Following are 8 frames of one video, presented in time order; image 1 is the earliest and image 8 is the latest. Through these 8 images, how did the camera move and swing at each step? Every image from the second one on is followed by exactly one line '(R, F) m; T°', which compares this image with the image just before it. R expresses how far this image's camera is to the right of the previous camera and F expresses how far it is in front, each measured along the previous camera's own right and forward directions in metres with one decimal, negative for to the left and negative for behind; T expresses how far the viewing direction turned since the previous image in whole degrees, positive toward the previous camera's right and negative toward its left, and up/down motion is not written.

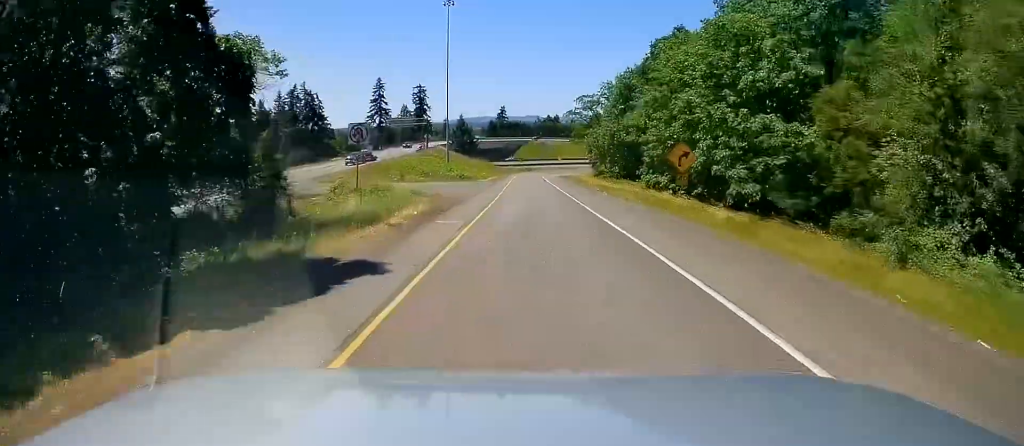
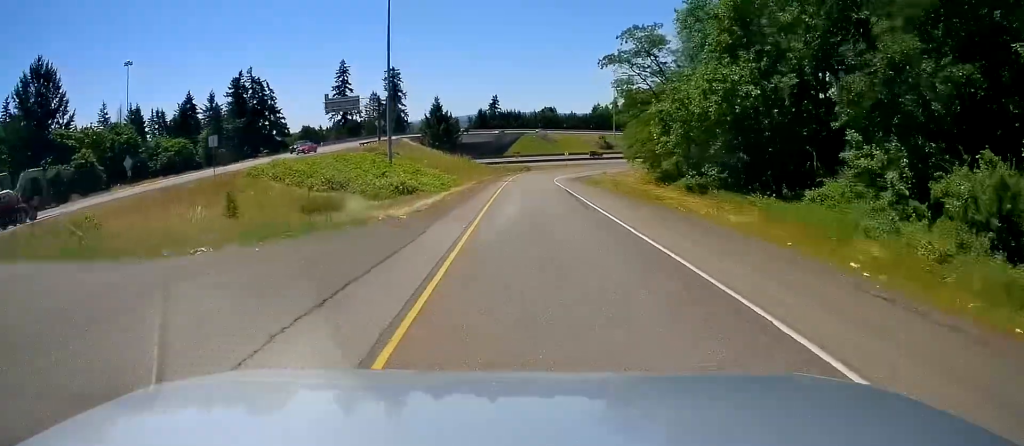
(+1.1, +44.5) m; +2°
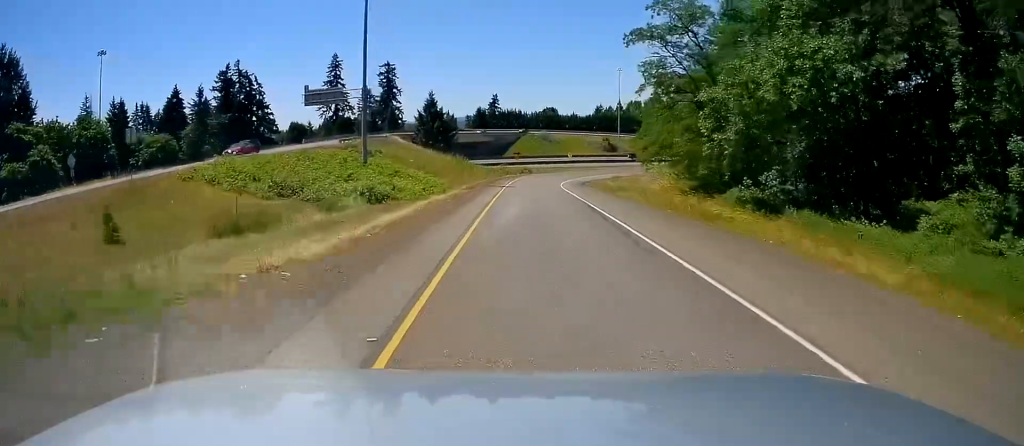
(-0.2, +10.3) m; 0°
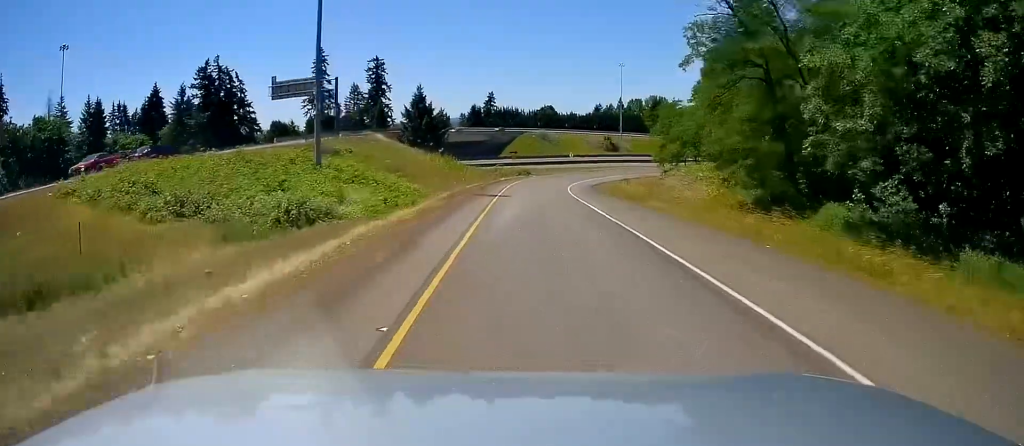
(0.0, +11.5) m; +1°
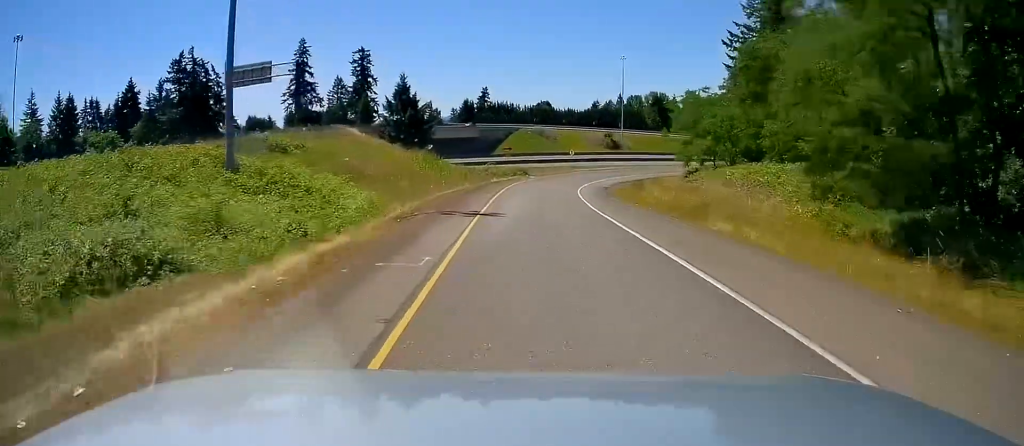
(0.0, +12.2) m; +1°
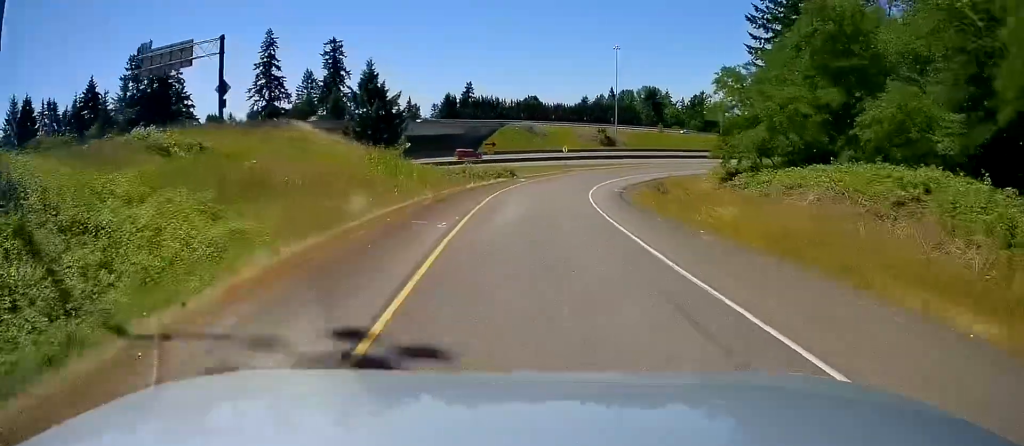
(+0.3, +14.6) m; +3°
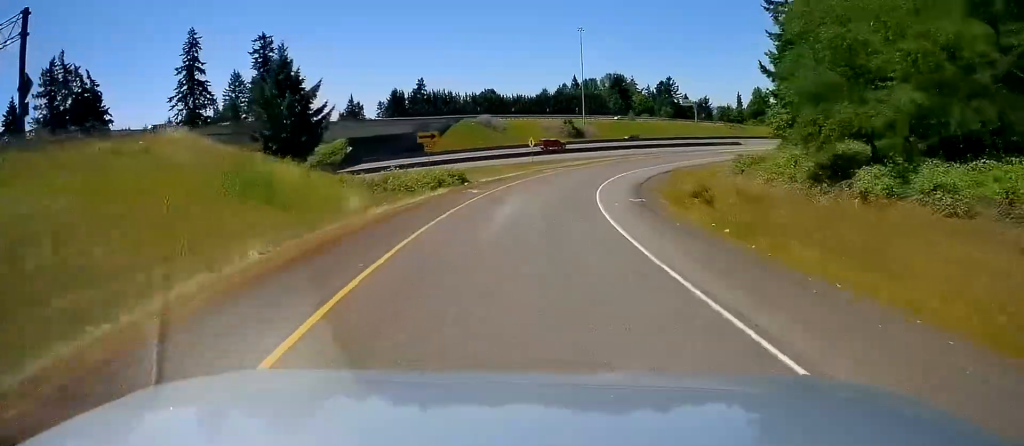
(+0.7, +20.1) m; +6°
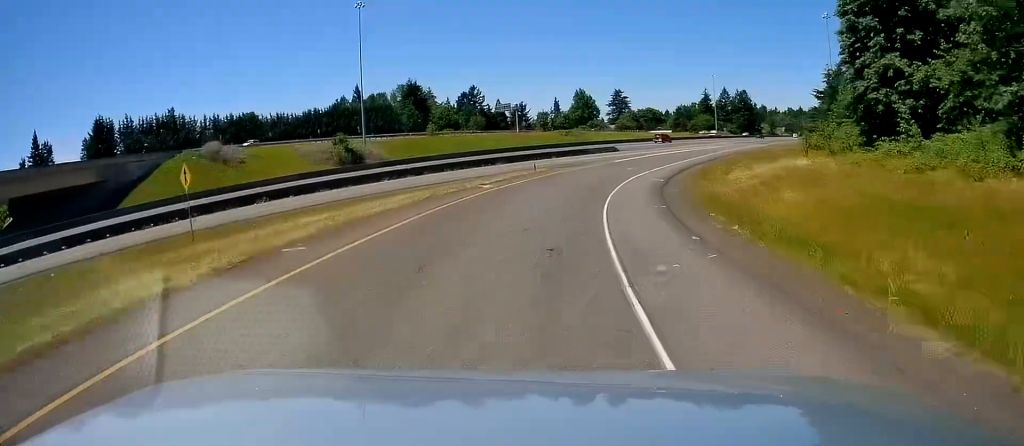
(+9.1, +58.4) m; +16°
